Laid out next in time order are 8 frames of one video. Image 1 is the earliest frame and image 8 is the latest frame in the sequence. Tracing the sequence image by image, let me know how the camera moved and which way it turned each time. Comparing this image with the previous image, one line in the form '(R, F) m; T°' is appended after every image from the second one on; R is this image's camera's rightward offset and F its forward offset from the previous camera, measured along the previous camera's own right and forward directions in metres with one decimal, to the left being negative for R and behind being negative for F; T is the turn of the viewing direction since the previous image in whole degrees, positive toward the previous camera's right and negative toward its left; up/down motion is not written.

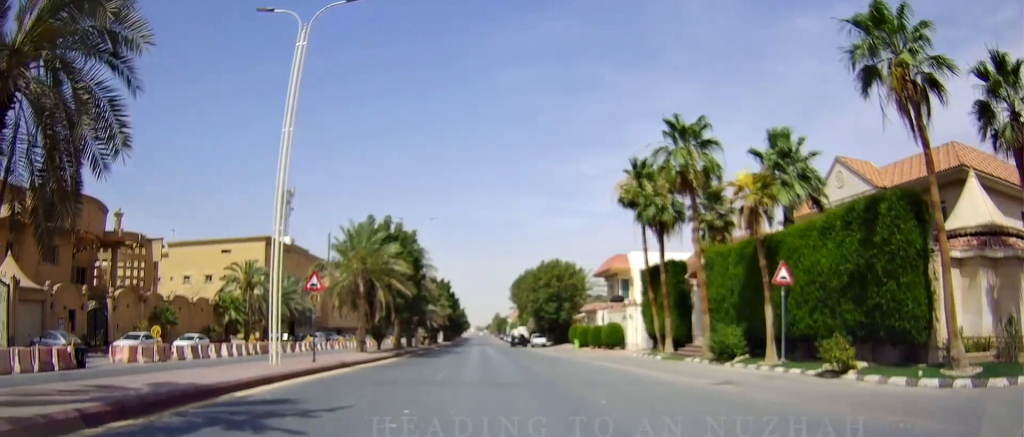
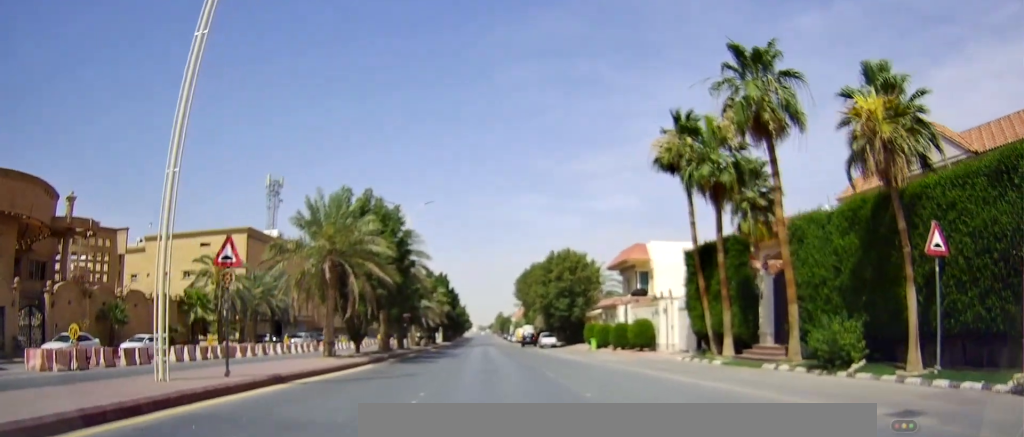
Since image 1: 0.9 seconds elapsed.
(0.0, +7.6) m; 0°
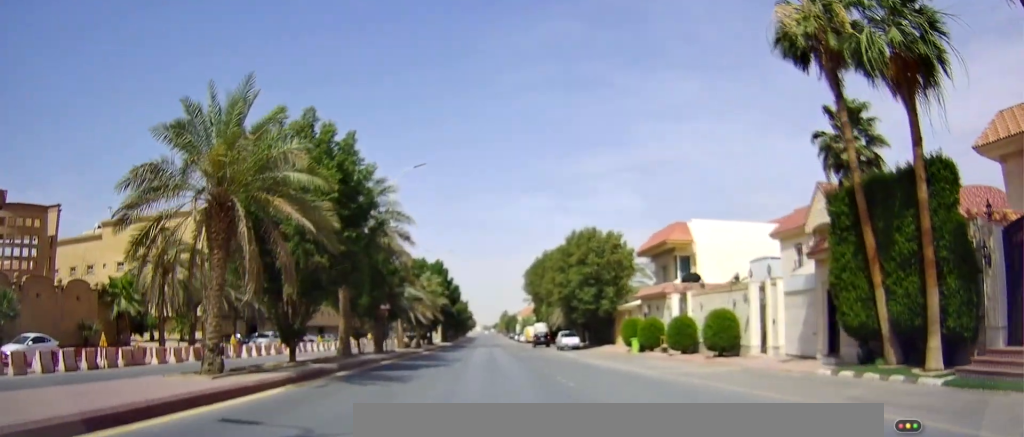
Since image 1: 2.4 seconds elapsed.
(+0.3, +12.2) m; +2°
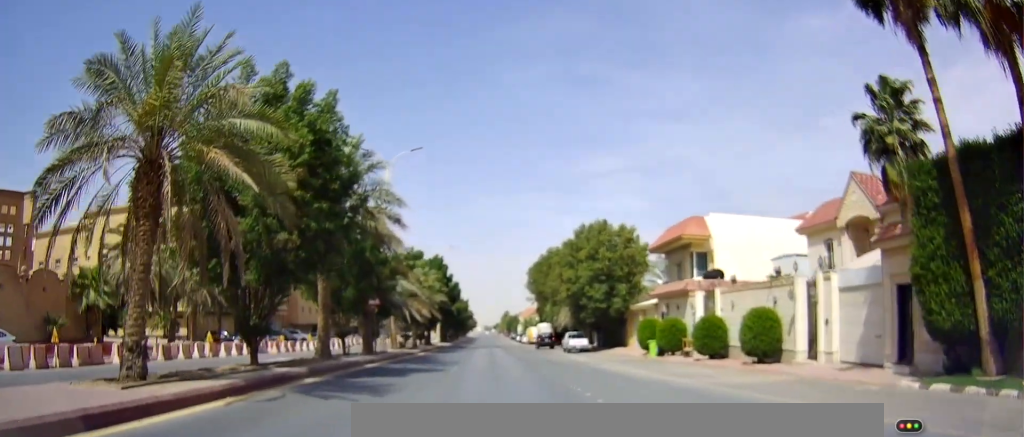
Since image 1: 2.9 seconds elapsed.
(0.0, +3.9) m; -1°
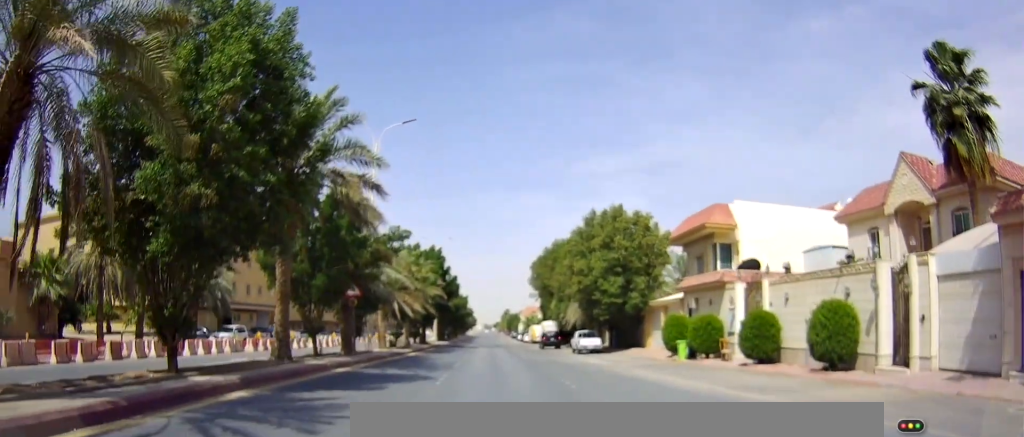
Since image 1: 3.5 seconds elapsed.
(0.0, +5.1) m; -1°
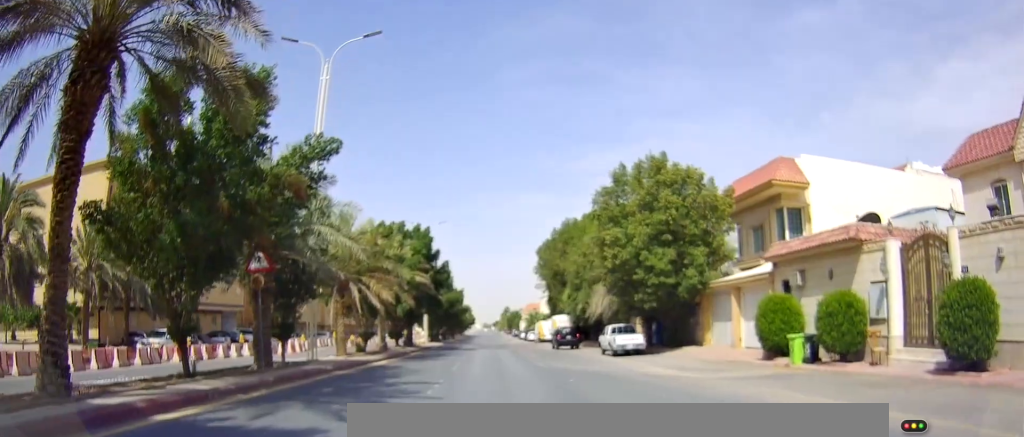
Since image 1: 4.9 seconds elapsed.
(-0.3, +11.2) m; -1°
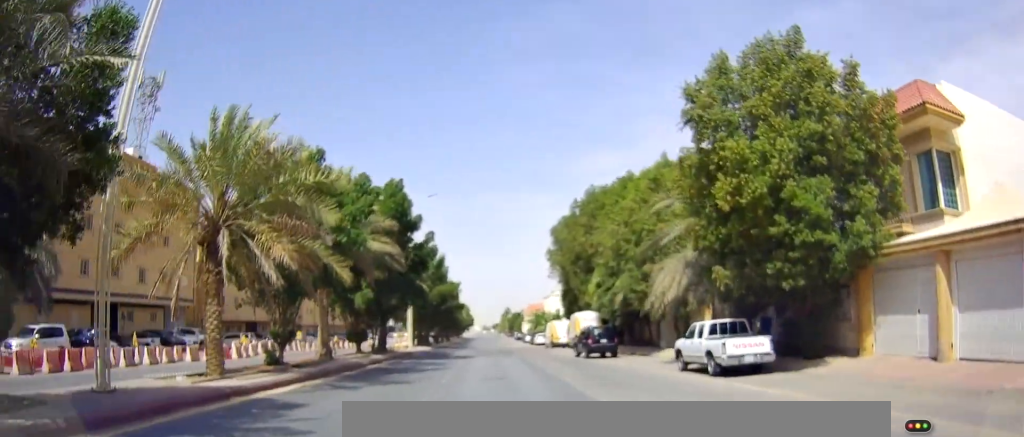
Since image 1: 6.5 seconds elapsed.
(+0.2, +13.6) m; +1°
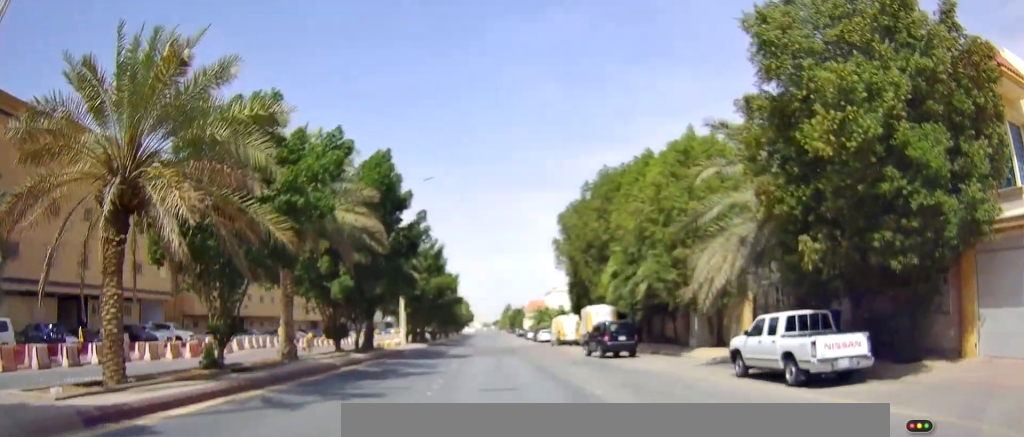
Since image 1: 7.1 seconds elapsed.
(-0.1, +4.8) m; -1°
